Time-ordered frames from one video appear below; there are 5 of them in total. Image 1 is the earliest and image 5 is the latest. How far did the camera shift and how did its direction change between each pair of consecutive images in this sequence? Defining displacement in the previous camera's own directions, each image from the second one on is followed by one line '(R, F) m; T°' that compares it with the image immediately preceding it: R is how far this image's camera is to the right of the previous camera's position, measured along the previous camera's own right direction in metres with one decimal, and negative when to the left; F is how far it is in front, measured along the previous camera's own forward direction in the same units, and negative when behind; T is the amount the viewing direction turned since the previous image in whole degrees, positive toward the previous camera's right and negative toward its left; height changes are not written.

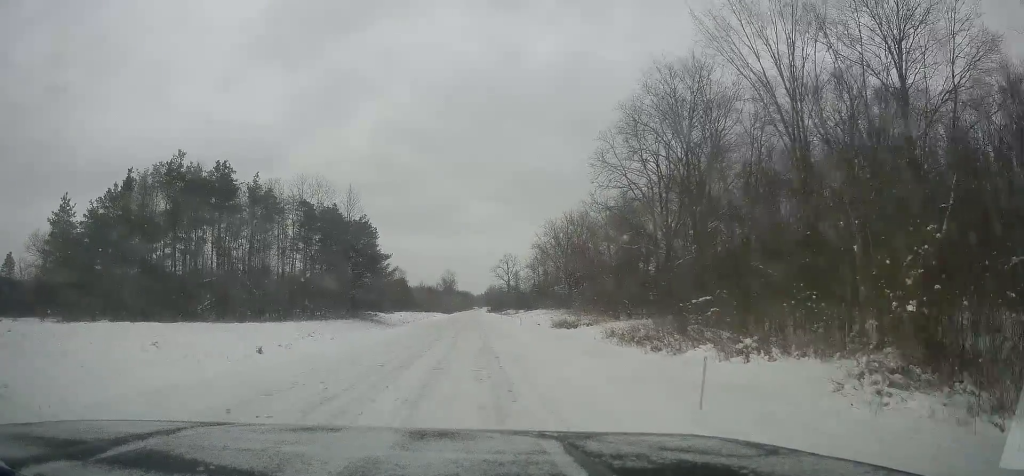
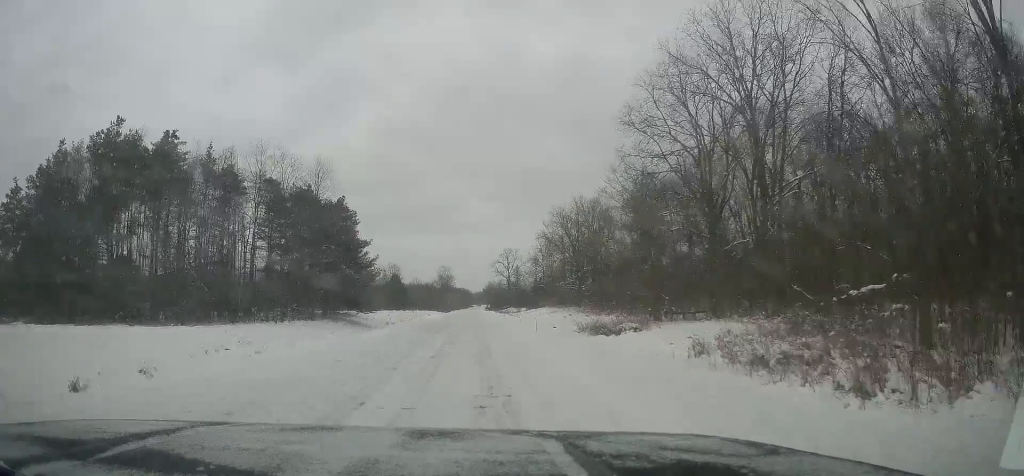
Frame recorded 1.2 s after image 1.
(+0.5, +13.2) m; +2°
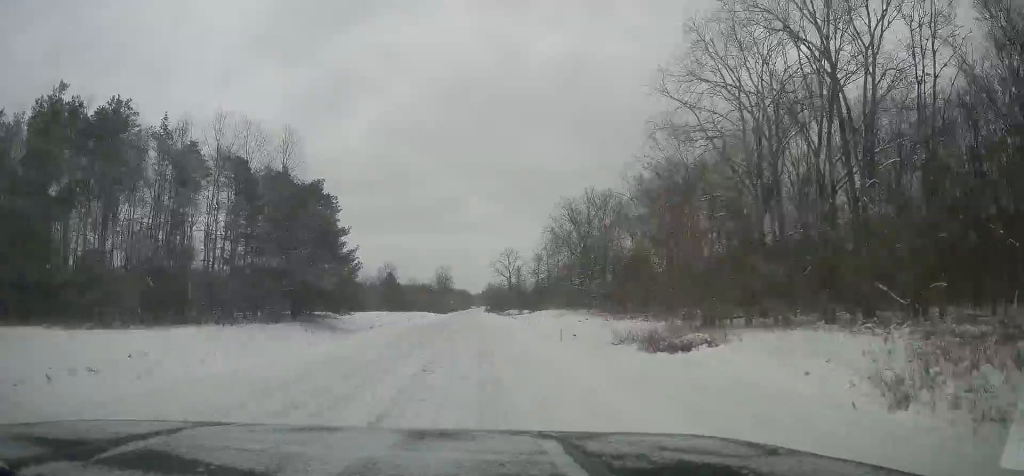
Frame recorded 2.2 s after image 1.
(0.0, +9.9) m; -1°
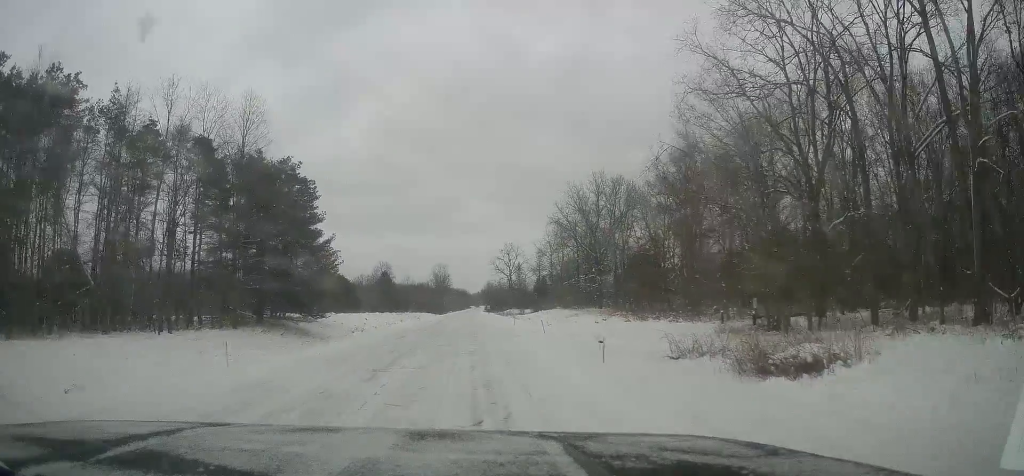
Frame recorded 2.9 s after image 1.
(0.0, +8.1) m; -2°
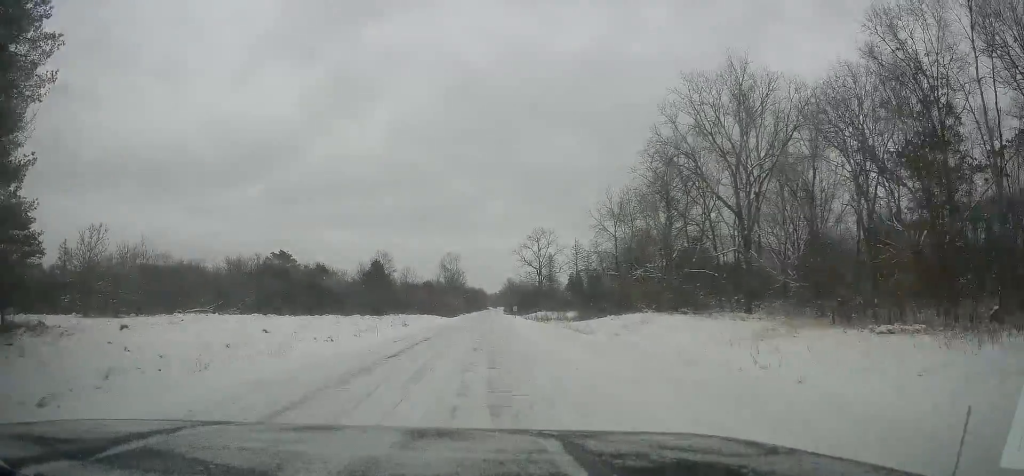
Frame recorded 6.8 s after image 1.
(+1.2, +41.2) m; +3°
